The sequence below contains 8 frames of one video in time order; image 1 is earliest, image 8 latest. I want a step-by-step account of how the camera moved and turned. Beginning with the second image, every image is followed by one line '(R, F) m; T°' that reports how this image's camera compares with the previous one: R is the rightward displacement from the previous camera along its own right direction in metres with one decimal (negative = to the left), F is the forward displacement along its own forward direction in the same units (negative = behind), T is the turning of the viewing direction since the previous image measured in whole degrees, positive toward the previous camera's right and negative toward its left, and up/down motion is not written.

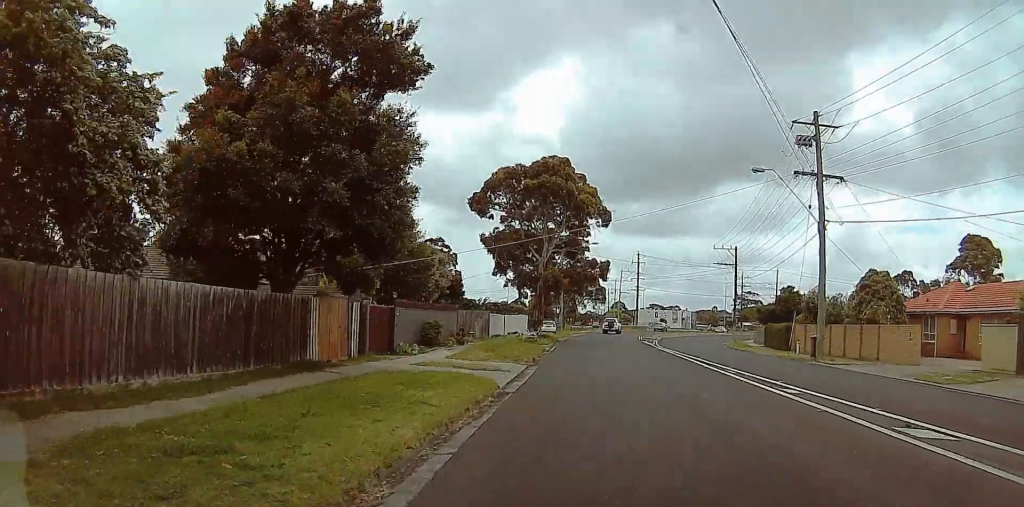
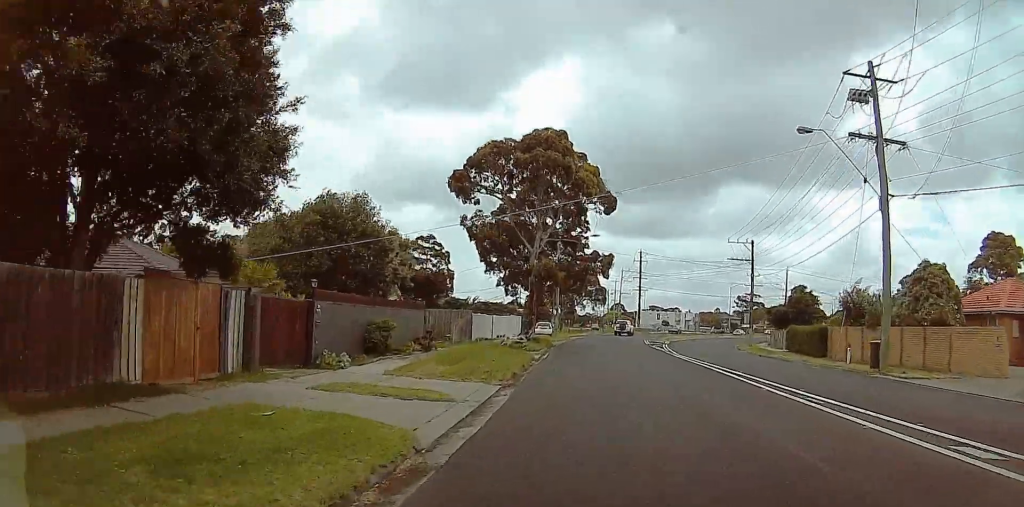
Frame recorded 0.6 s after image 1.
(0.0, +8.4) m; 0°
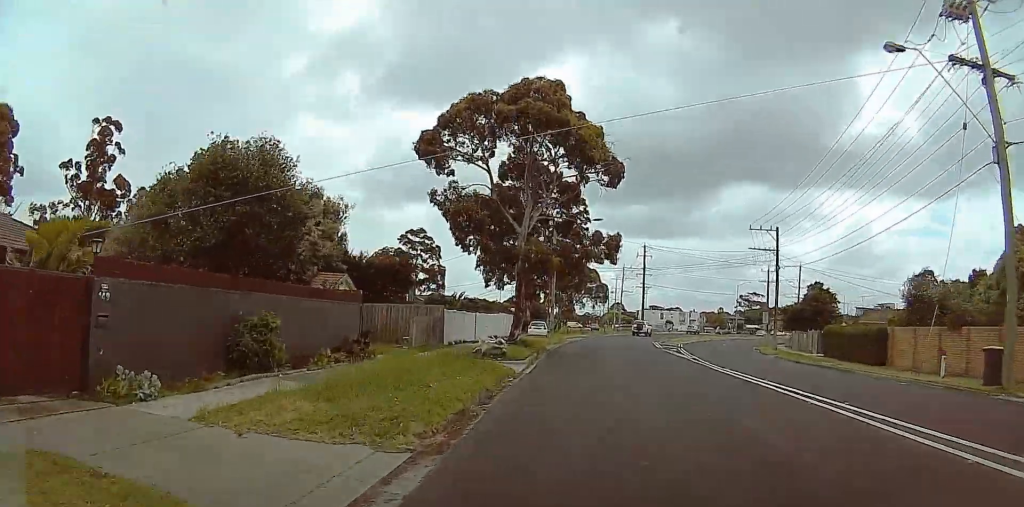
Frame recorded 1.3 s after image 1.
(0.0, +9.3) m; 0°
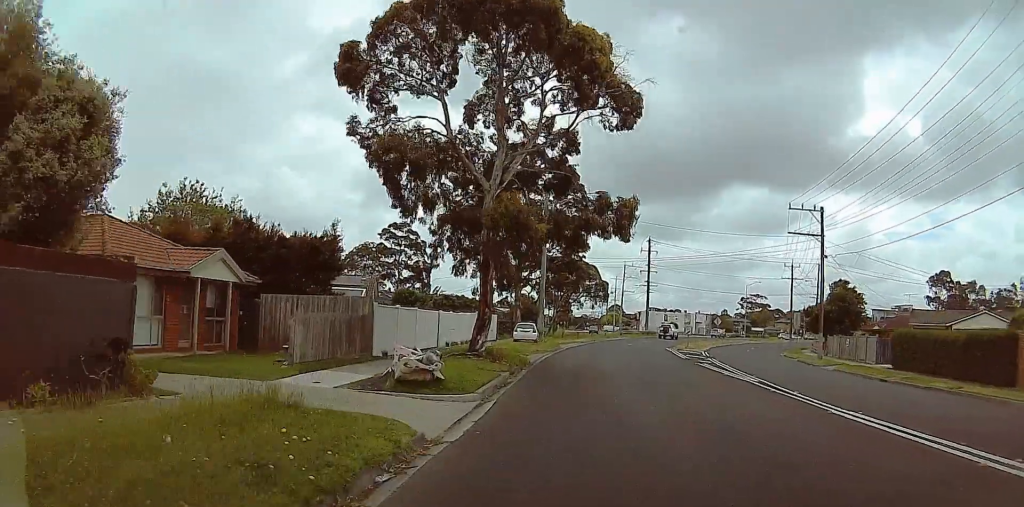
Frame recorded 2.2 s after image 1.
(0.0, +12.0) m; 0°
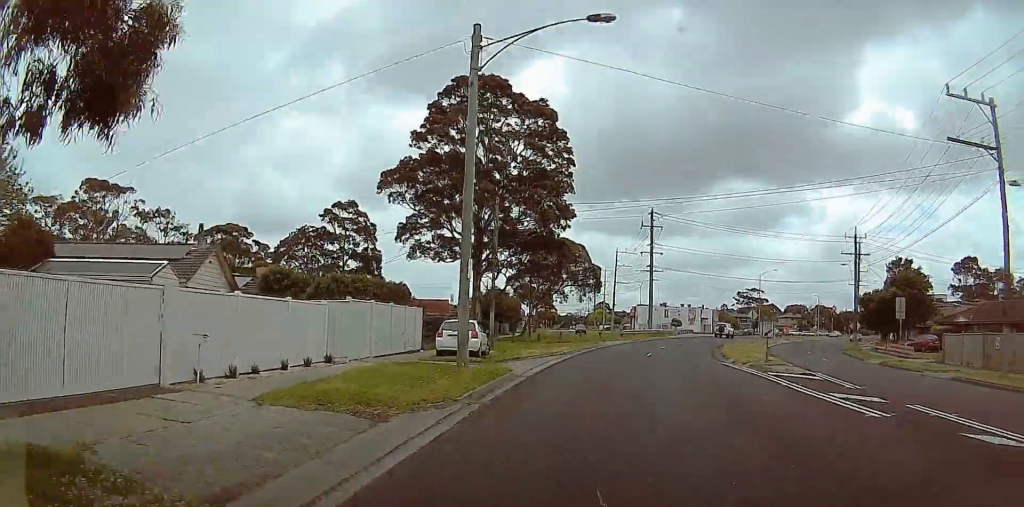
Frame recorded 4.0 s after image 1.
(0.0, +23.0) m; 0°
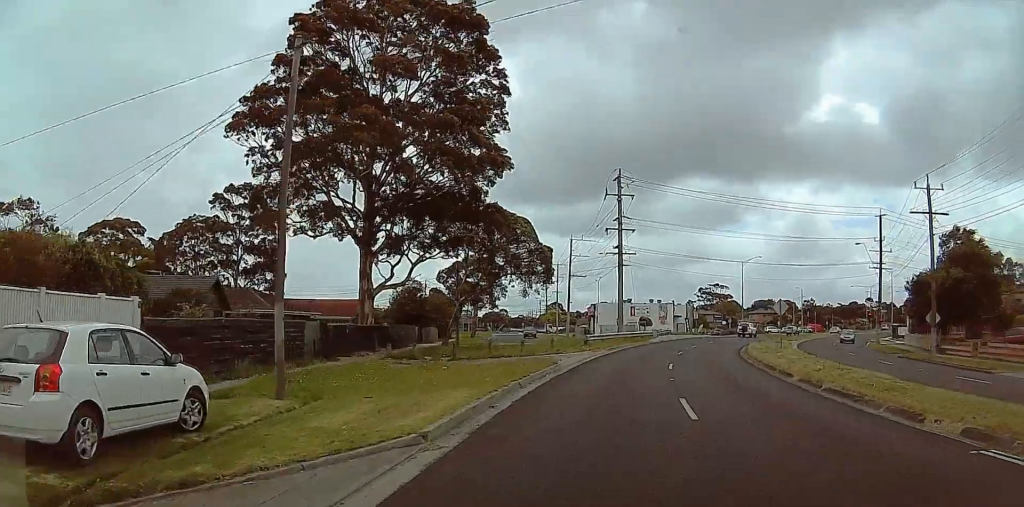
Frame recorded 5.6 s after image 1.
(-0.3, +18.6) m; -2°
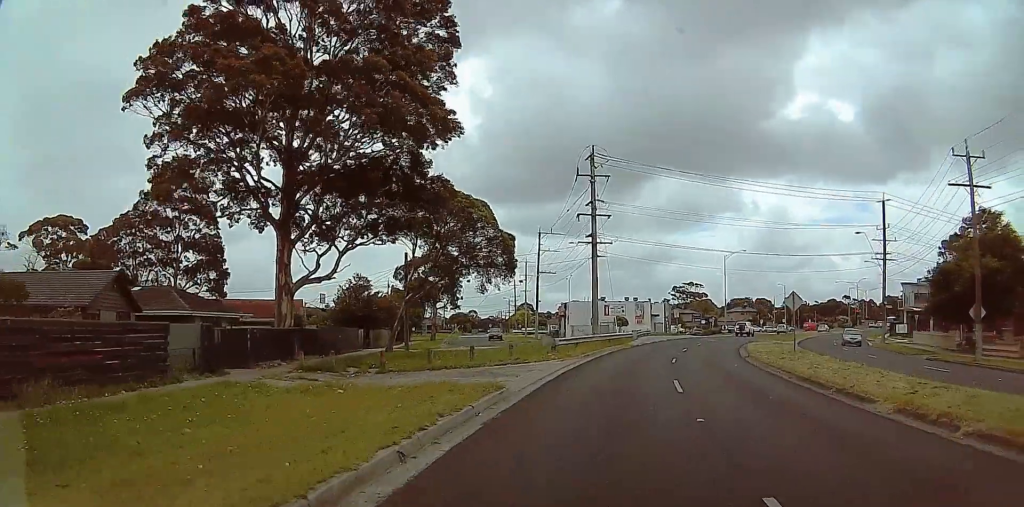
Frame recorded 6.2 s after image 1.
(-0.1, +6.6) m; +3°
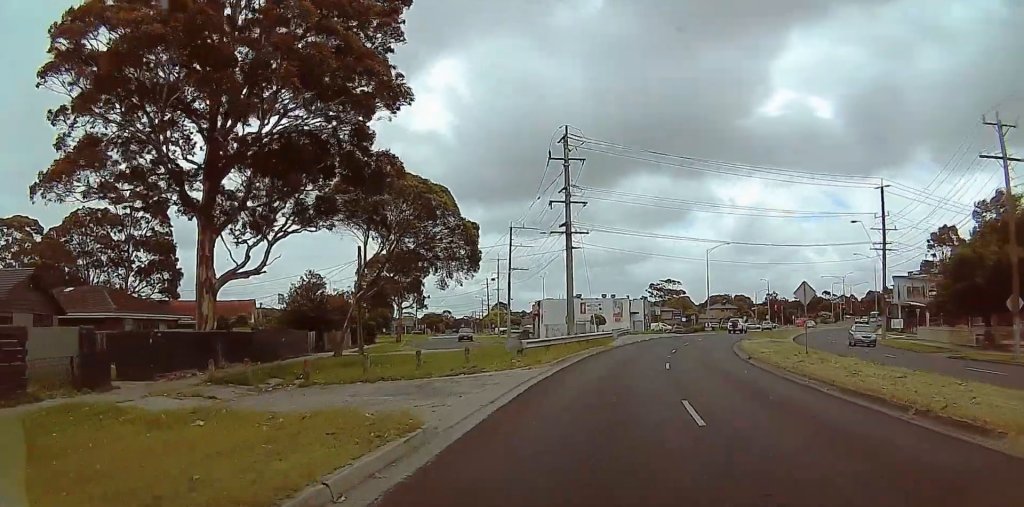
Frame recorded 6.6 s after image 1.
(-0.2, +4.2) m; +5°
